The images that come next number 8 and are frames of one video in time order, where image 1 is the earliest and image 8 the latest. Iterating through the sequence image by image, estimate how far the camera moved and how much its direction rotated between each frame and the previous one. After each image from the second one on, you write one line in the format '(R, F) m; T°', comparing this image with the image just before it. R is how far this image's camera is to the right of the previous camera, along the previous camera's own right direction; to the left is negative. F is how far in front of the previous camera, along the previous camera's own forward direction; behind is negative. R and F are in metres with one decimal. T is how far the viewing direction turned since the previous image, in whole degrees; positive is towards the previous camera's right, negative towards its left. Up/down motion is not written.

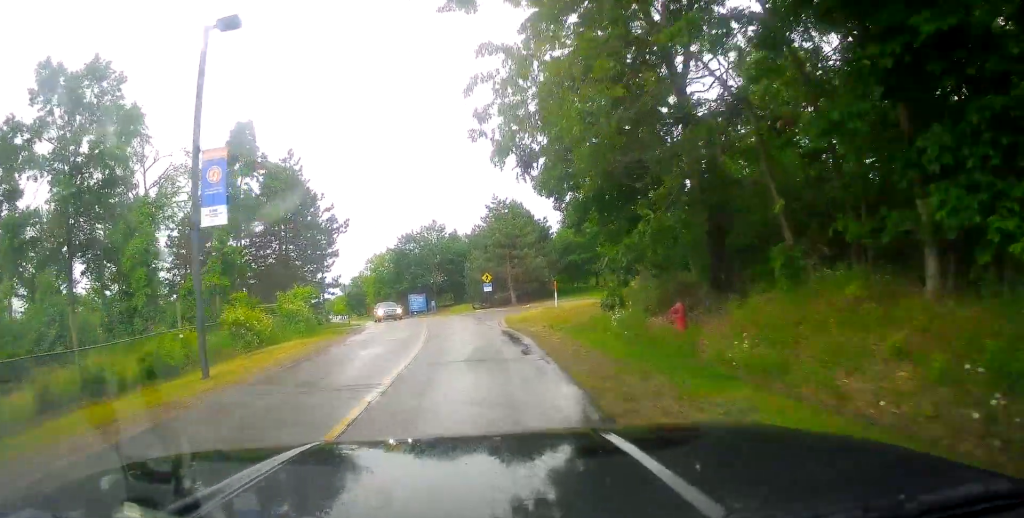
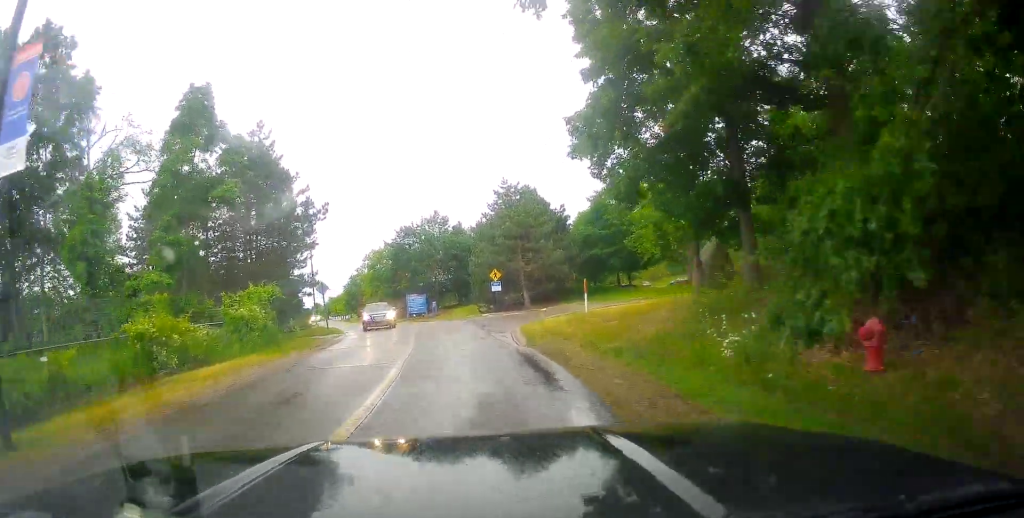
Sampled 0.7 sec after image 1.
(+0.4, +7.4) m; +3°
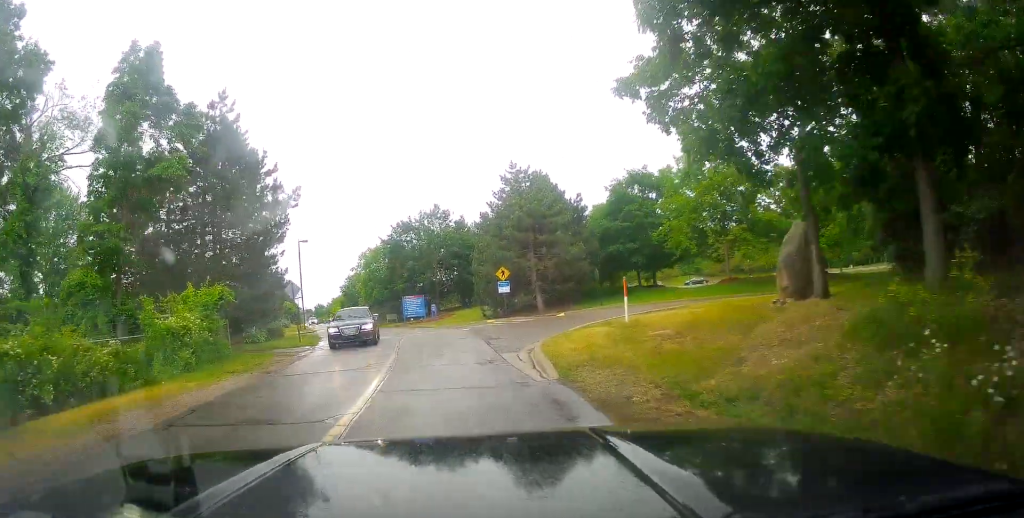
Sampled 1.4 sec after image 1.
(0.0, +6.3) m; 0°
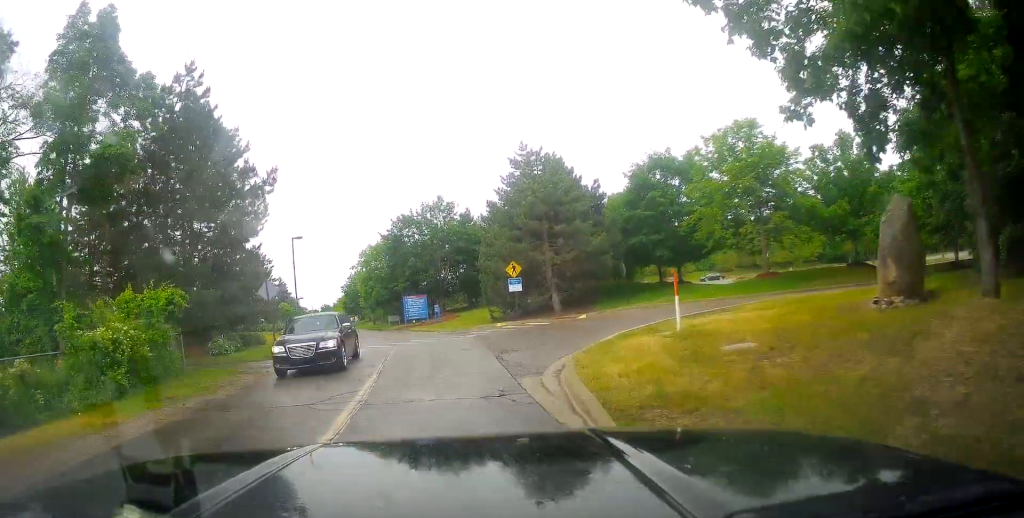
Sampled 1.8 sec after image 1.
(0.0, +4.6) m; -1°
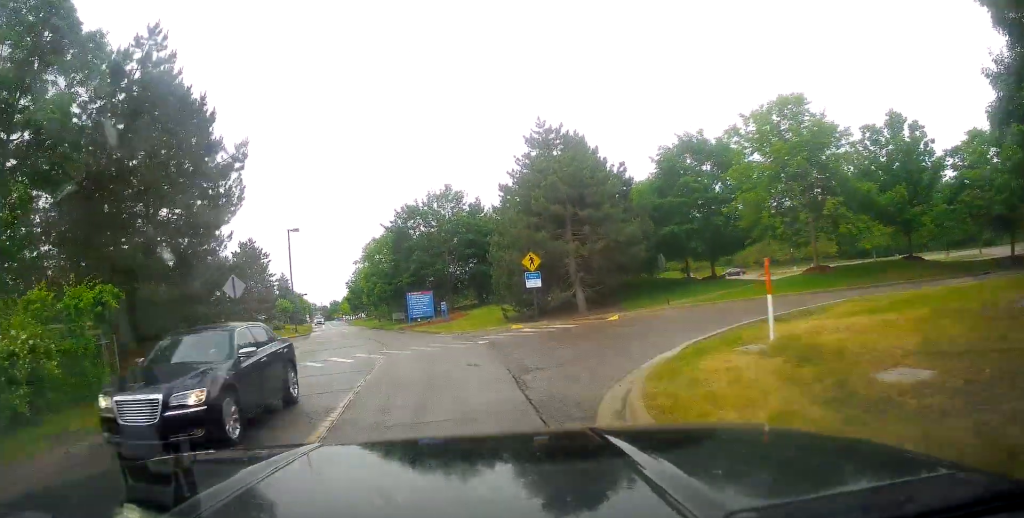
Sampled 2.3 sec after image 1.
(0.0, +4.6) m; -3°
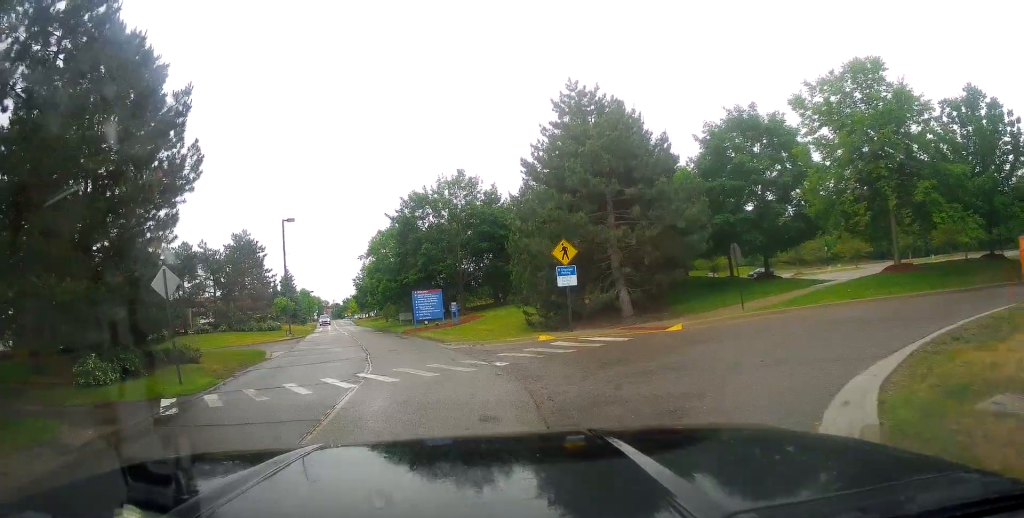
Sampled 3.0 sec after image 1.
(-0.2, +6.1) m; -2°
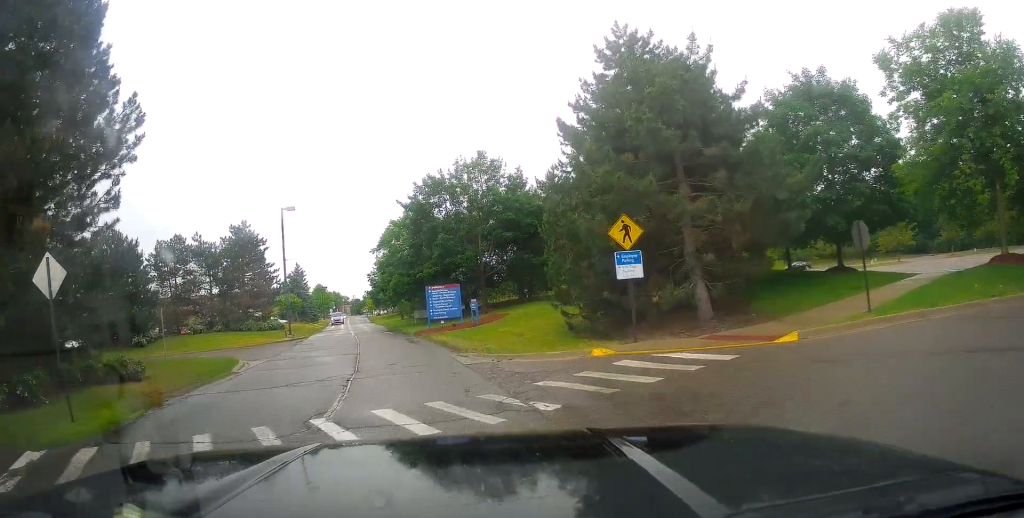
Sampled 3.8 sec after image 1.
(-0.5, +6.3) m; 0°
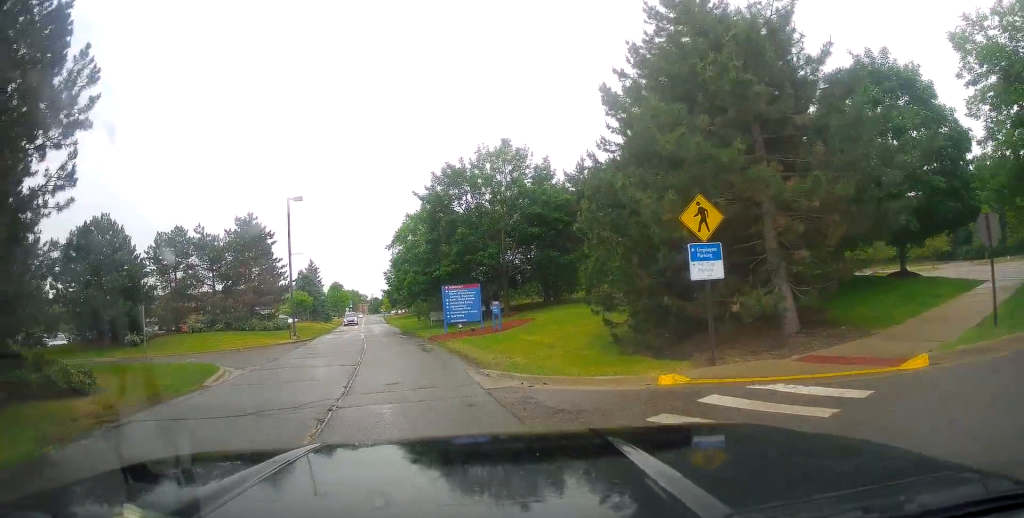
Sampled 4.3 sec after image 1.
(+0.4, +3.9) m; +1°
